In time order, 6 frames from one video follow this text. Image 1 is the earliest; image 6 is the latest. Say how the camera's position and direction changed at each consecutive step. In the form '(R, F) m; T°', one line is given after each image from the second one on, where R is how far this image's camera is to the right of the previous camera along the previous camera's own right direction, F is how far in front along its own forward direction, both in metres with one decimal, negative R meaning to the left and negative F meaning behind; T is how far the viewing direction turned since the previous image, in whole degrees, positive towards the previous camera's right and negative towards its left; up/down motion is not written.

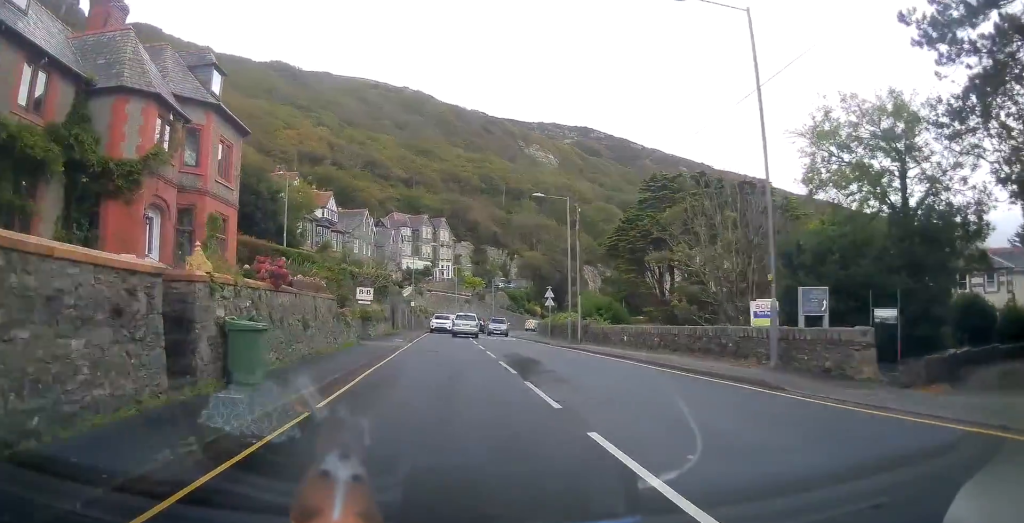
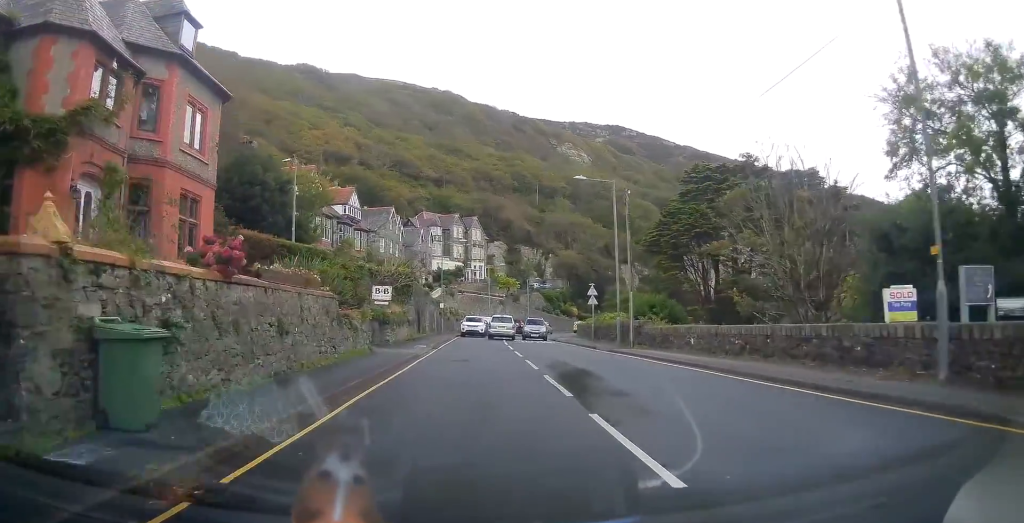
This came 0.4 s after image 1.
(0.0, +4.5) m; -4°
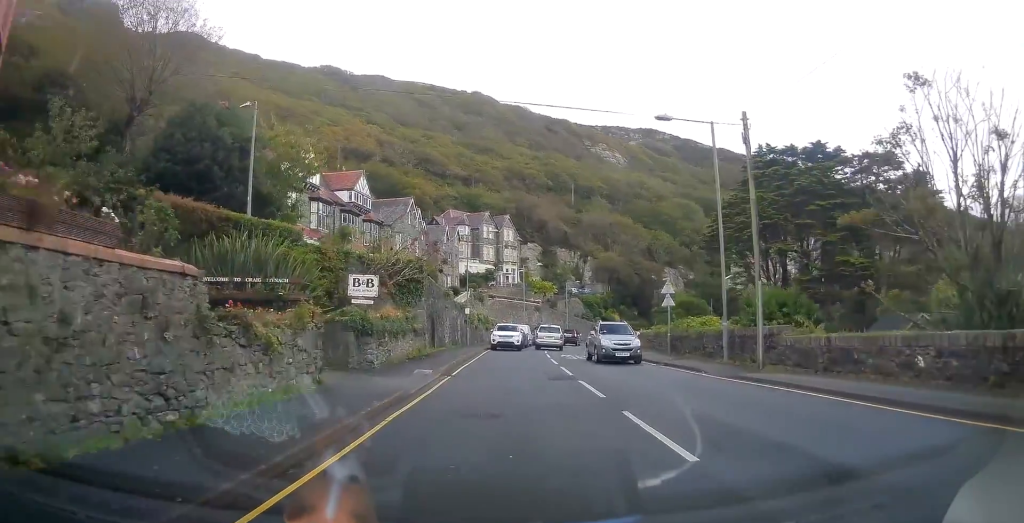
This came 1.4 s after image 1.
(-0.9, +10.5) m; -3°
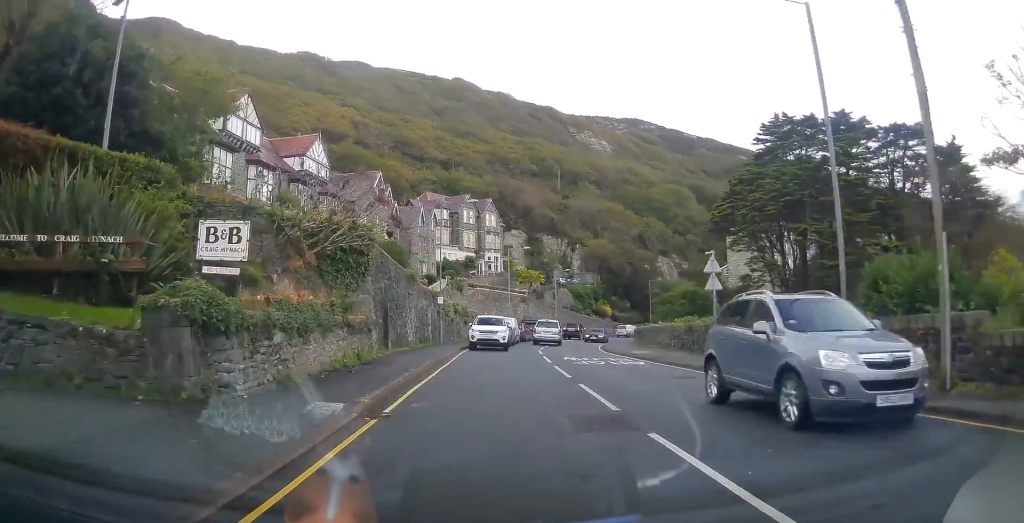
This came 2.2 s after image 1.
(+0.2, +8.3) m; +1°
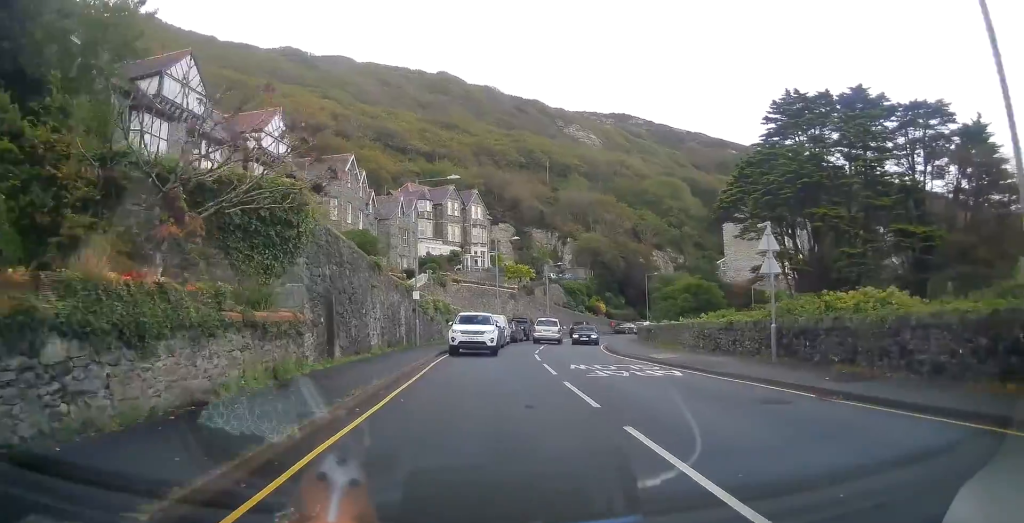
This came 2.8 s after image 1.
(+0.1, +5.5) m; +1°
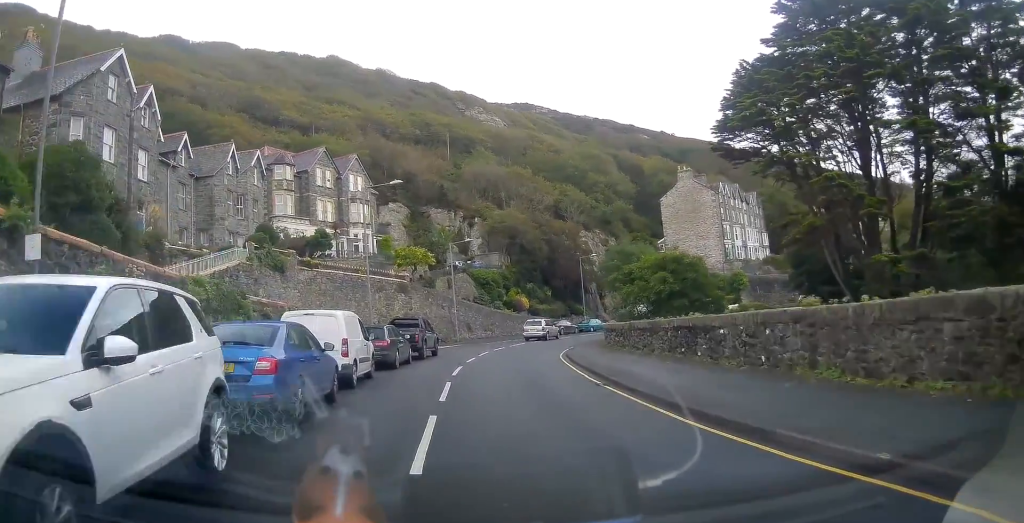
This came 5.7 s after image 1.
(+0.7, +21.8) m; +4°
